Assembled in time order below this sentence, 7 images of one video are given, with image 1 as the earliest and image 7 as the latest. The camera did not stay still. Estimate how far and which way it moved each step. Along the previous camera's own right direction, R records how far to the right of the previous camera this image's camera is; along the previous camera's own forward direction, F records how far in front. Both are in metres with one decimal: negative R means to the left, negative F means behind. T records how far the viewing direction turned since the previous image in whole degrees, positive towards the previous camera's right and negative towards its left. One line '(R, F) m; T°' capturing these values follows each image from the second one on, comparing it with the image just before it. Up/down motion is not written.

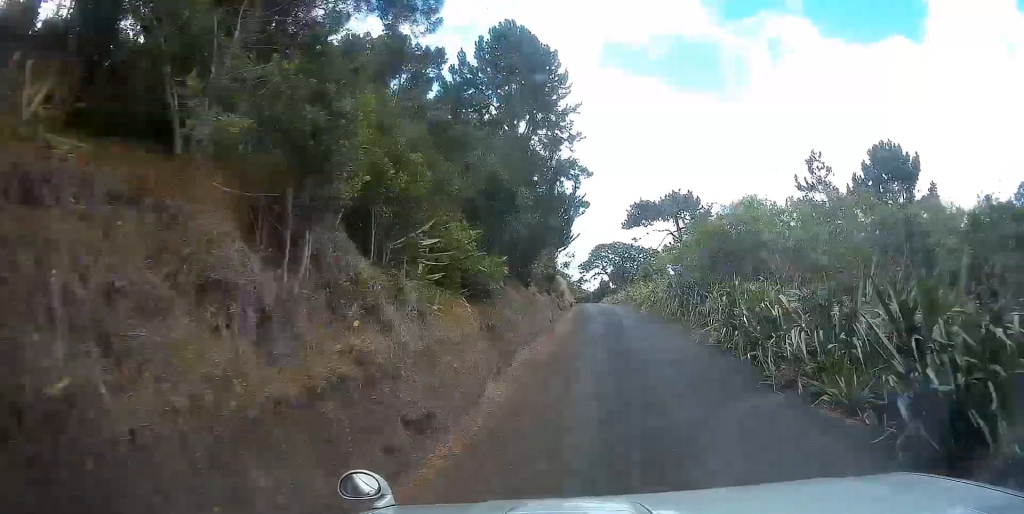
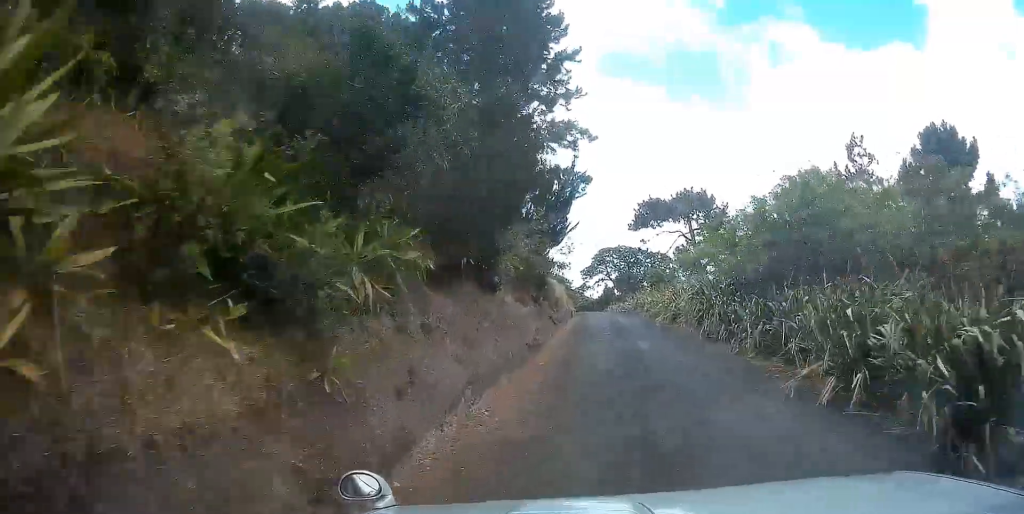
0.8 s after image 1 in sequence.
(-0.2, +7.5) m; +1°
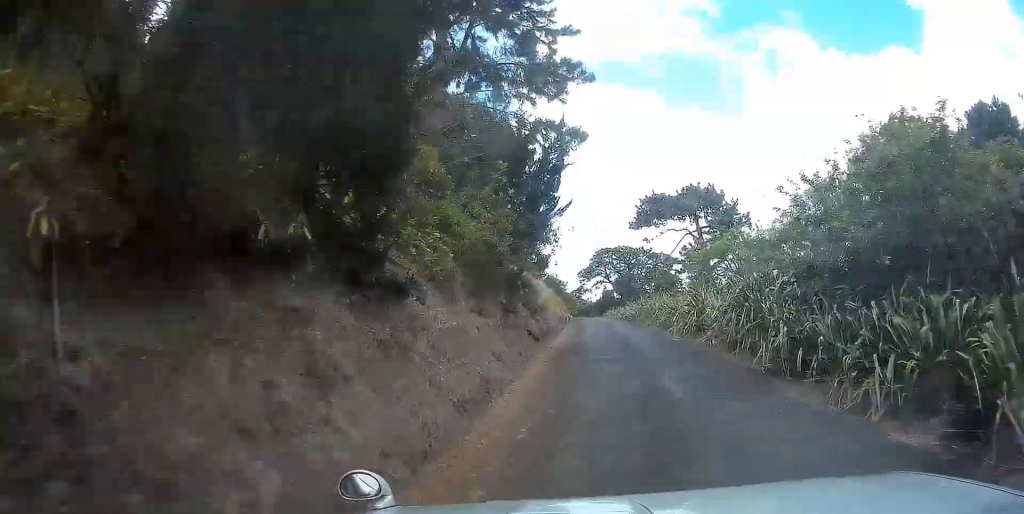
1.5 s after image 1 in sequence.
(+0.1, +6.5) m; 0°
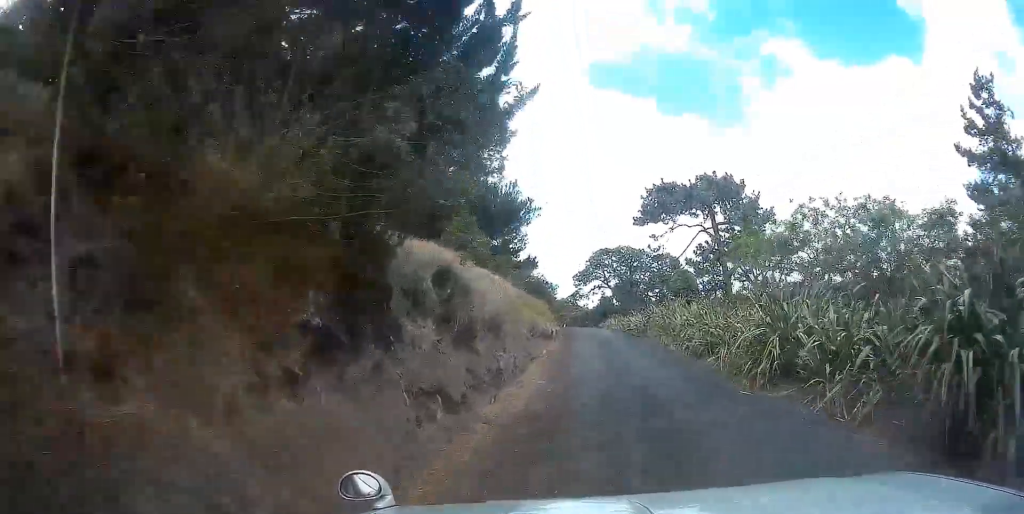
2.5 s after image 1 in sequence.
(0.0, +9.7) m; 0°
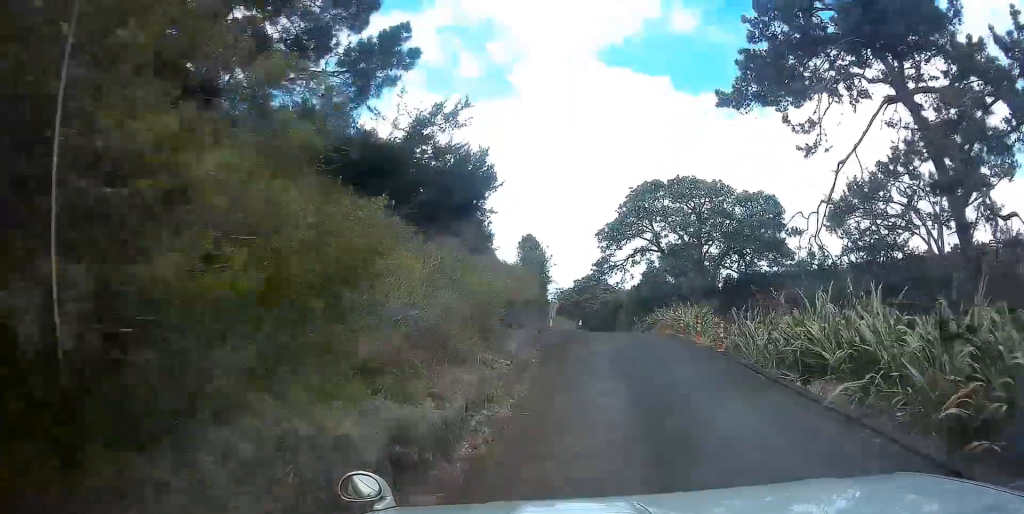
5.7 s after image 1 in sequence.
(-1.0, +32.9) m; -1°
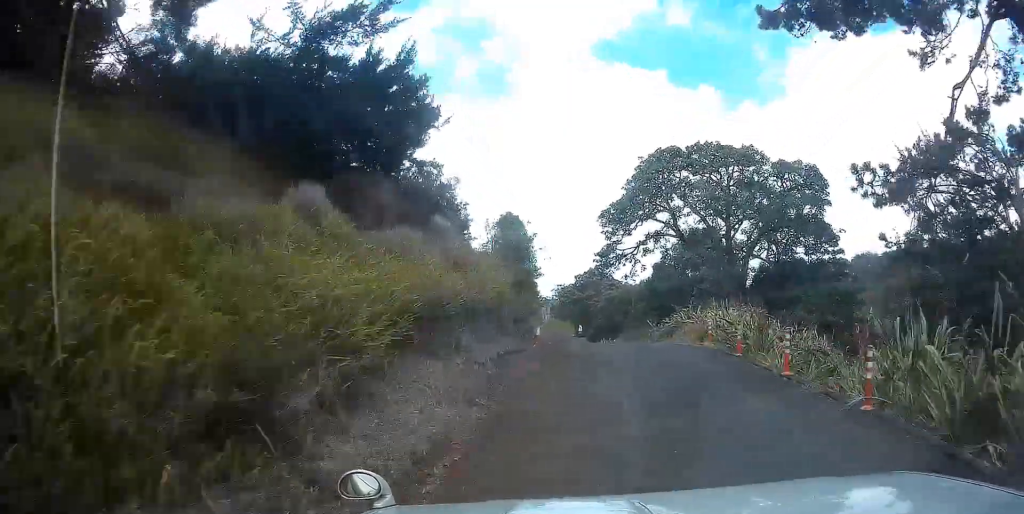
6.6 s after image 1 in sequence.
(+0.2, +8.7) m; +1°
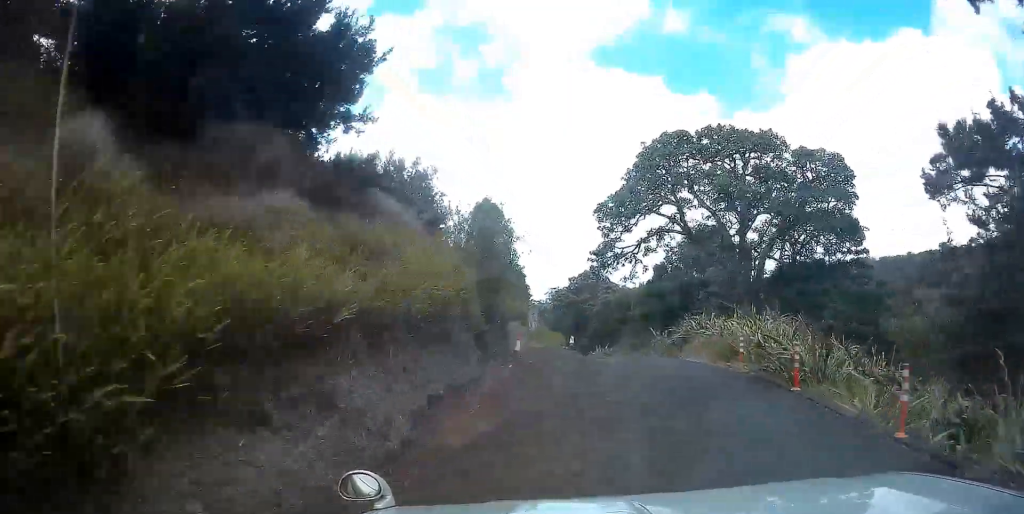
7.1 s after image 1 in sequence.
(+0.1, +4.6) m; +1°
